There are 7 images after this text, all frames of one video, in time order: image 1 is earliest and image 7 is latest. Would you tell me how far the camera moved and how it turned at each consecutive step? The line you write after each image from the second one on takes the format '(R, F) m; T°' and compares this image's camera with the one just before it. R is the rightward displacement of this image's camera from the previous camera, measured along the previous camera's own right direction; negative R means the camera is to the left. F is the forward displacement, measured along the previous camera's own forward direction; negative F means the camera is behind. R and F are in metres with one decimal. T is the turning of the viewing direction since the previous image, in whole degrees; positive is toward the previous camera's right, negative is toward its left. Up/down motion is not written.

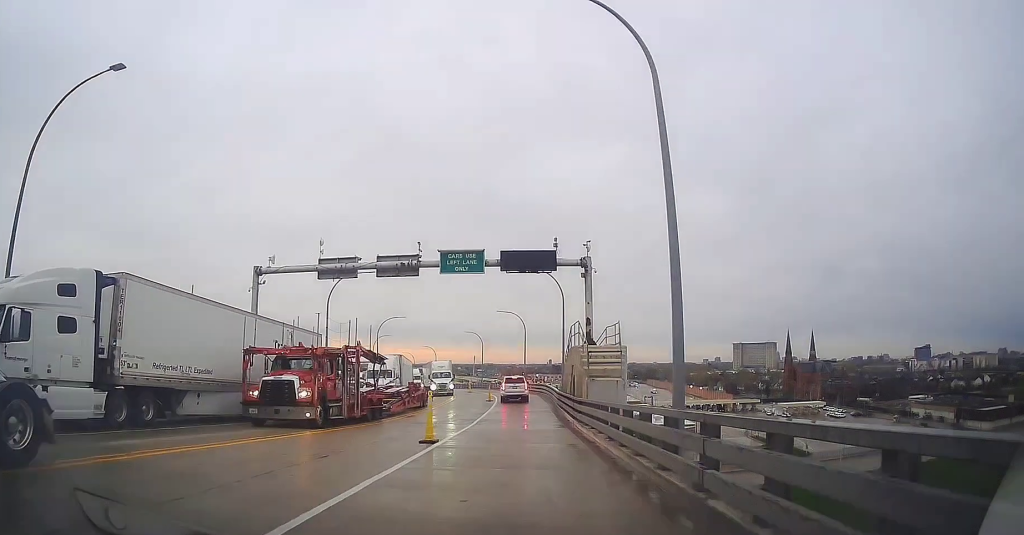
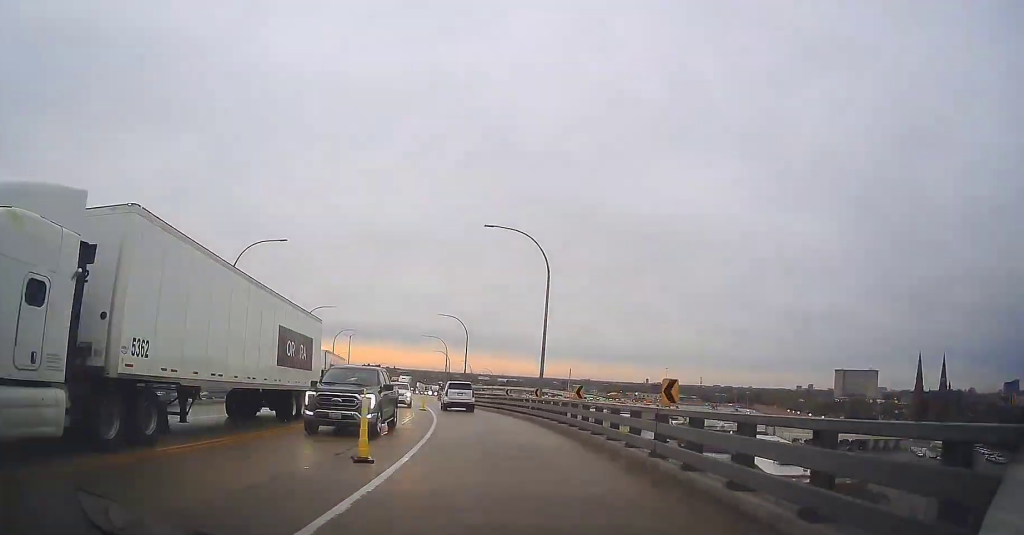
(-4.3, +71.4) m; -11°
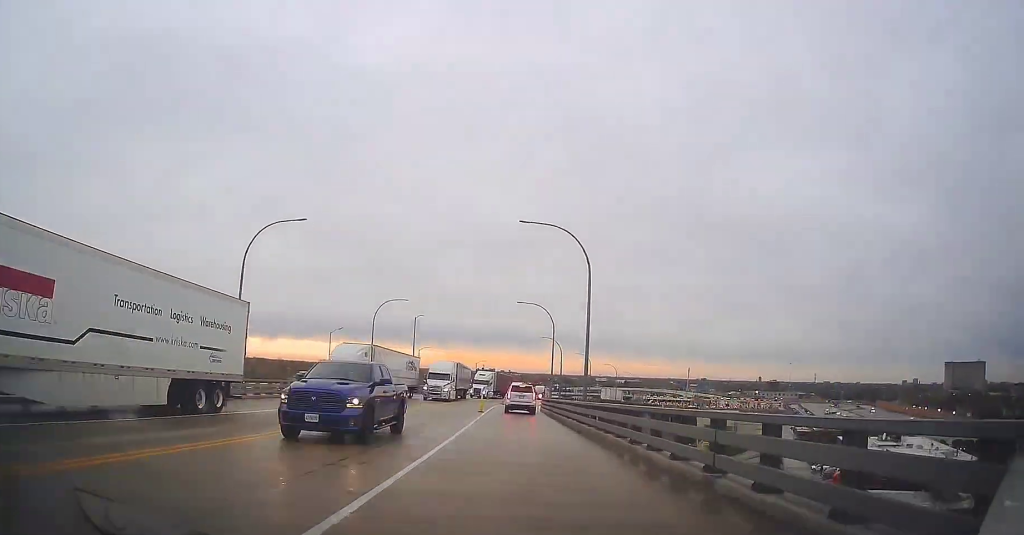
(-3.1, +36.9) m; -8°
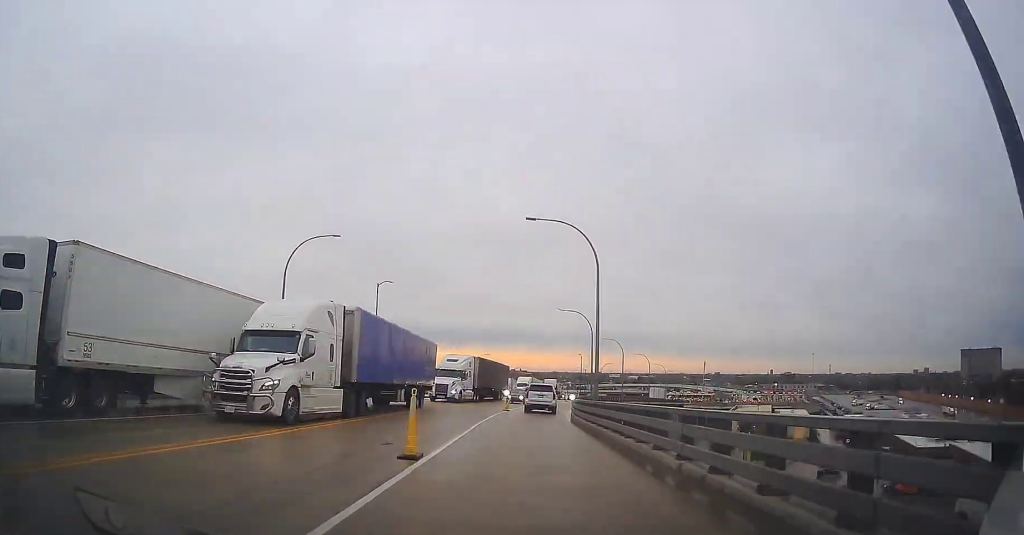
(-2.0, +26.6) m; -3°
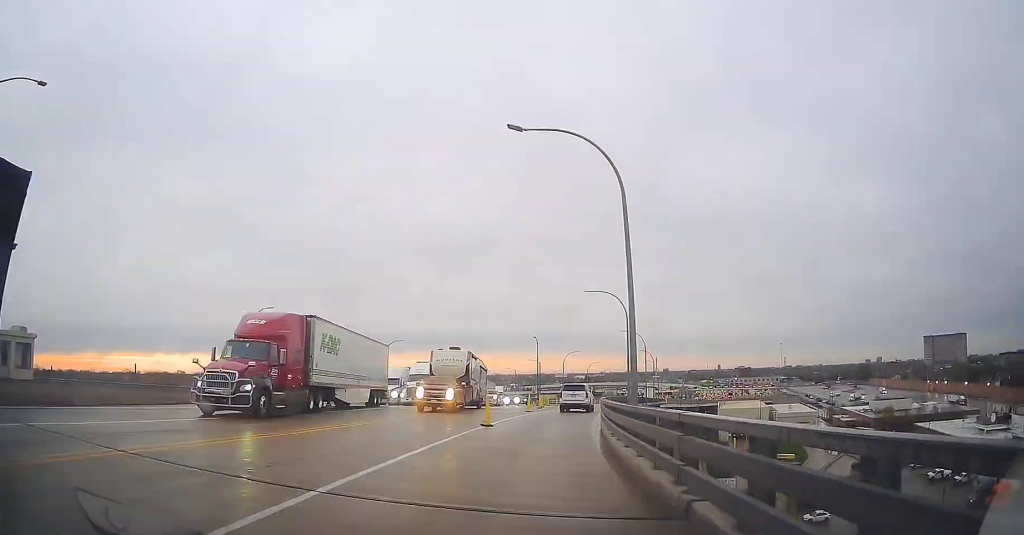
(+1.8, +42.1) m; +7°
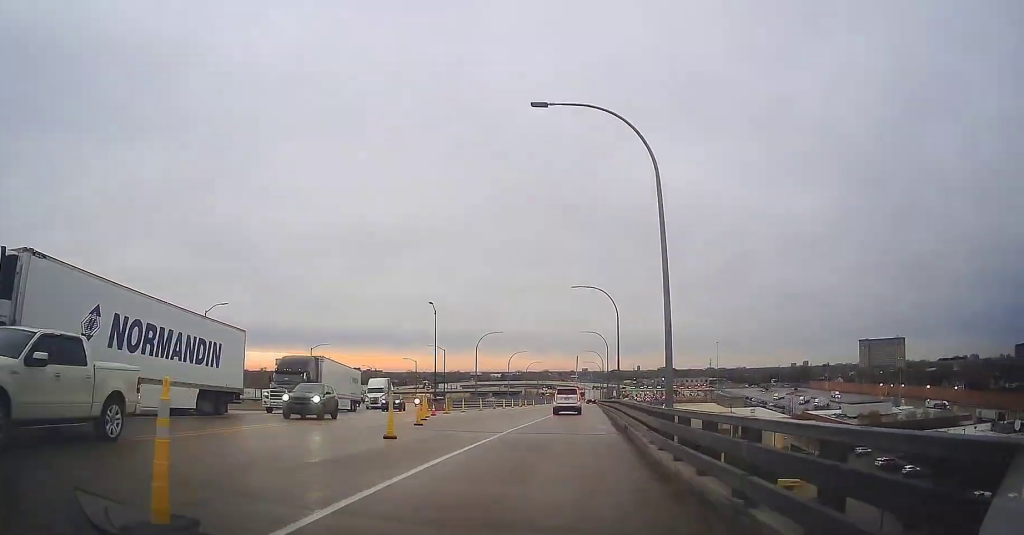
(+2.2, +33.1) m; +9°
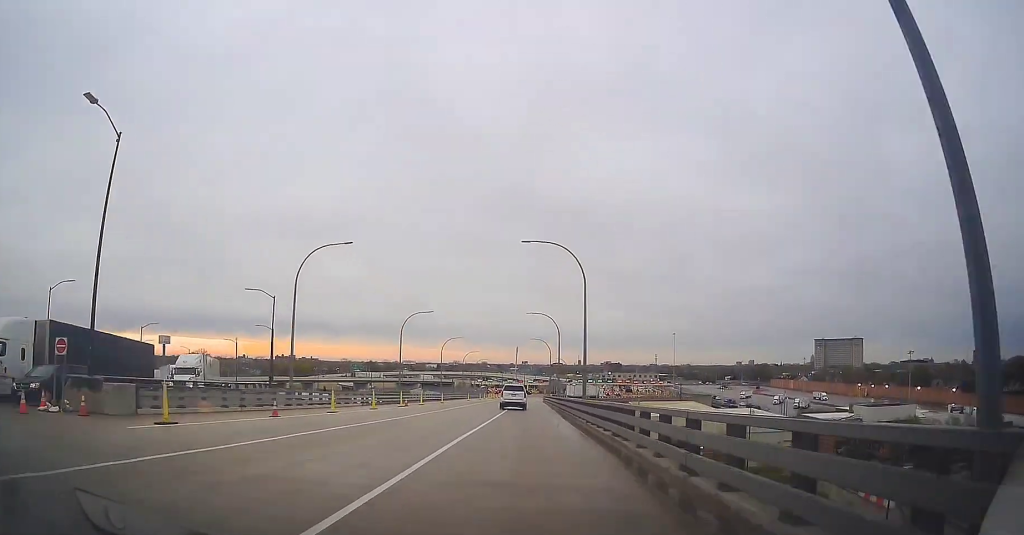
(+3.3, +42.1) m; +3°
